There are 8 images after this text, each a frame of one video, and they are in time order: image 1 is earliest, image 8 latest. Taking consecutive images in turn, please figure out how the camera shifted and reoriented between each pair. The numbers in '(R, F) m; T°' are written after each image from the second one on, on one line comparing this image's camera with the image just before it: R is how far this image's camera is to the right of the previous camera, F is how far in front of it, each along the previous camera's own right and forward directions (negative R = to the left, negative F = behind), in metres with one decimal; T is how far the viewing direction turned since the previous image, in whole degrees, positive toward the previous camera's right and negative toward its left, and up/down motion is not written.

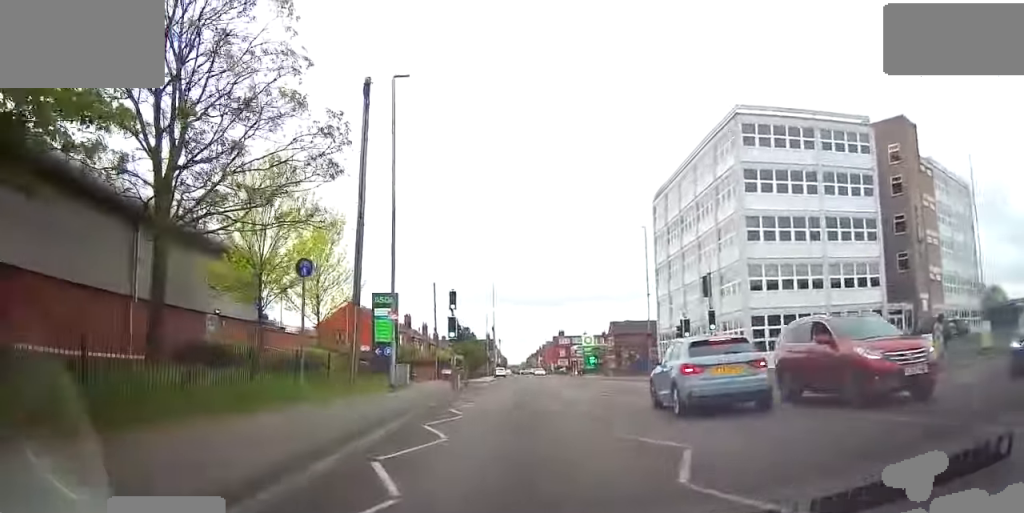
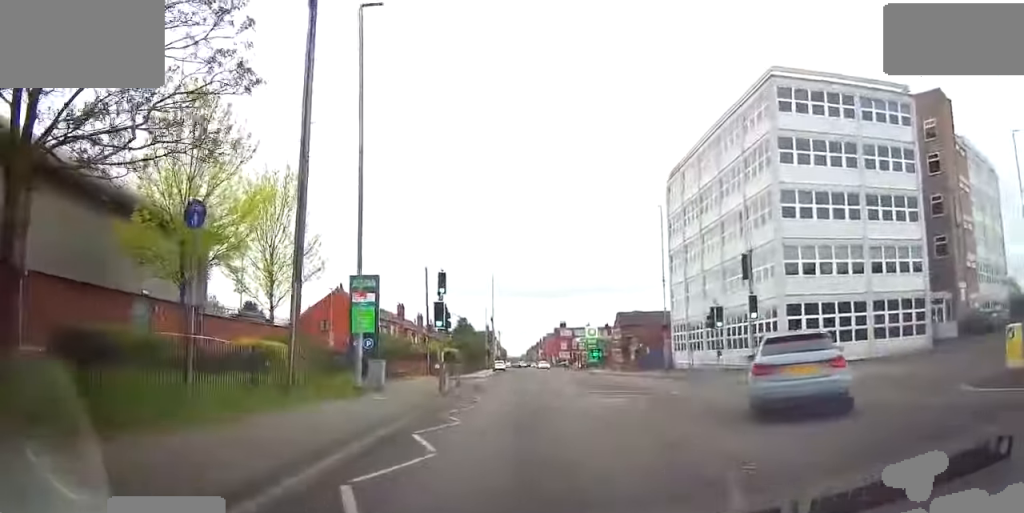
(-0.1, +5.9) m; +2°
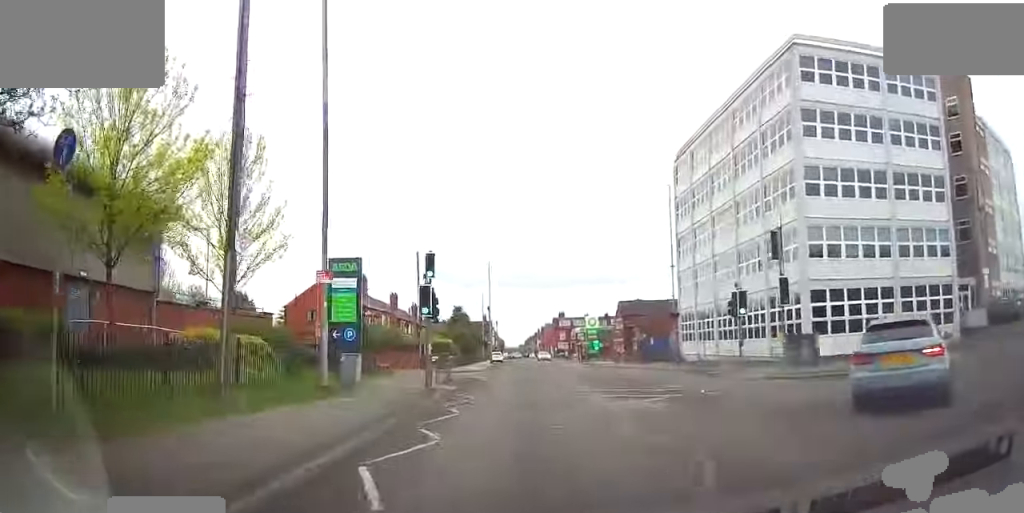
(+0.3, +3.6) m; +1°
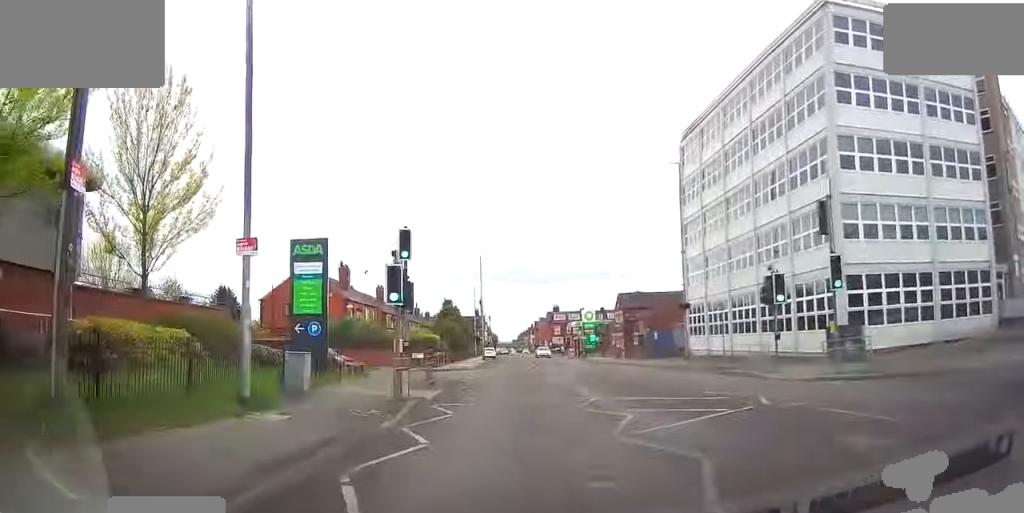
(+0.1, +4.8) m; +1°
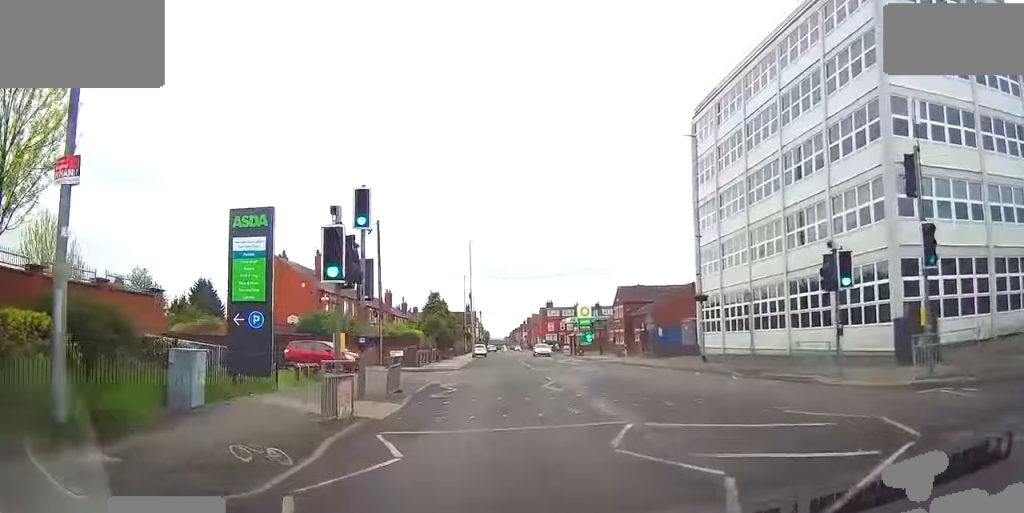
(-0.3, +5.5) m; +1°
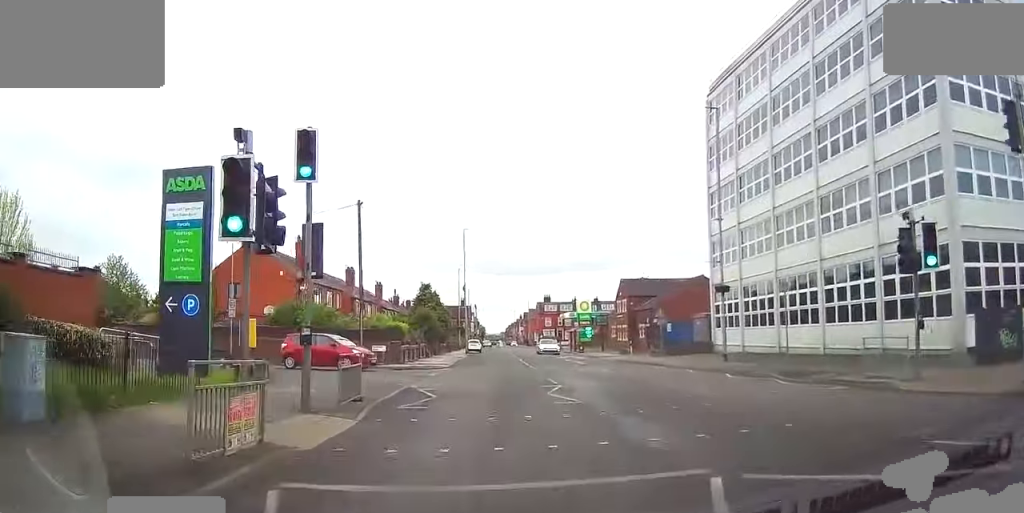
(+0.3, +4.3) m; 0°
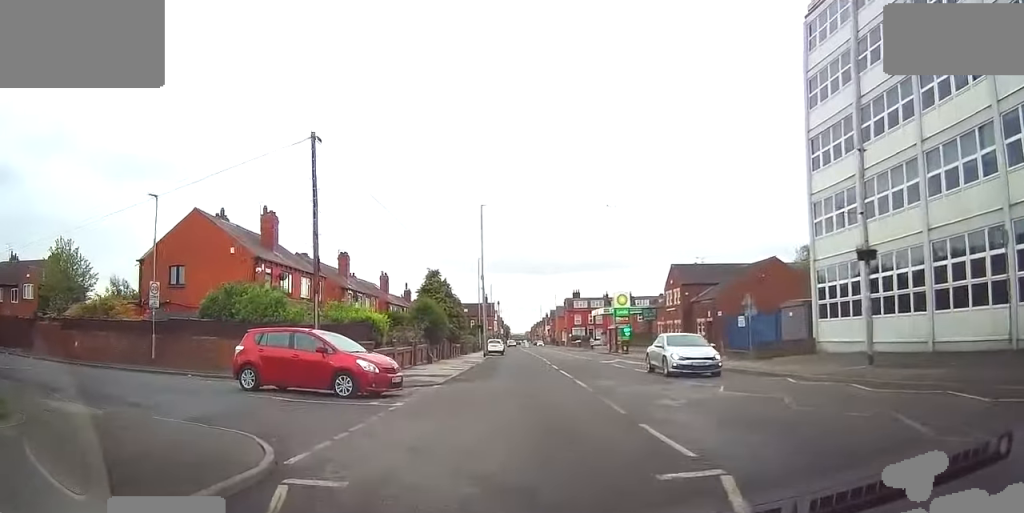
(-1.1, +12.5) m; -6°
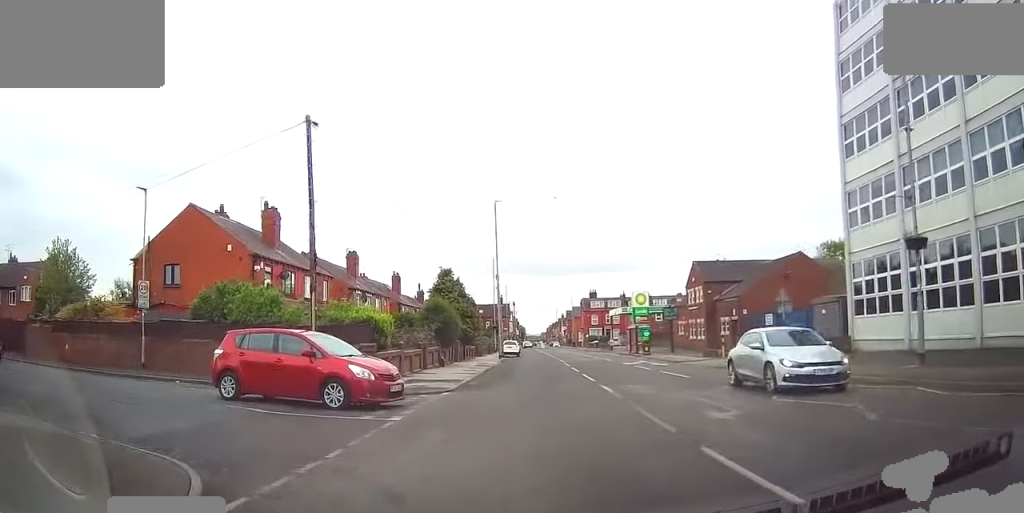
(+0.1, +2.2) m; -2°
